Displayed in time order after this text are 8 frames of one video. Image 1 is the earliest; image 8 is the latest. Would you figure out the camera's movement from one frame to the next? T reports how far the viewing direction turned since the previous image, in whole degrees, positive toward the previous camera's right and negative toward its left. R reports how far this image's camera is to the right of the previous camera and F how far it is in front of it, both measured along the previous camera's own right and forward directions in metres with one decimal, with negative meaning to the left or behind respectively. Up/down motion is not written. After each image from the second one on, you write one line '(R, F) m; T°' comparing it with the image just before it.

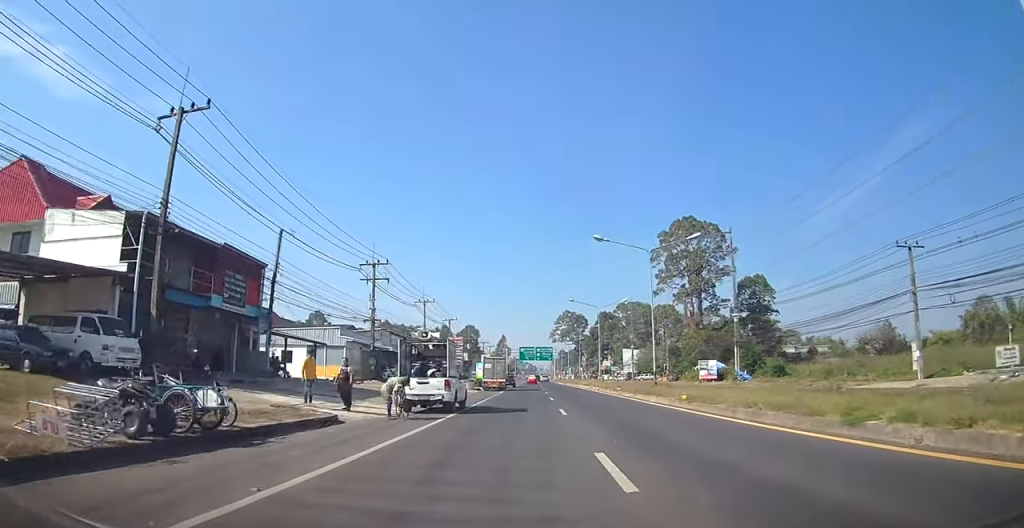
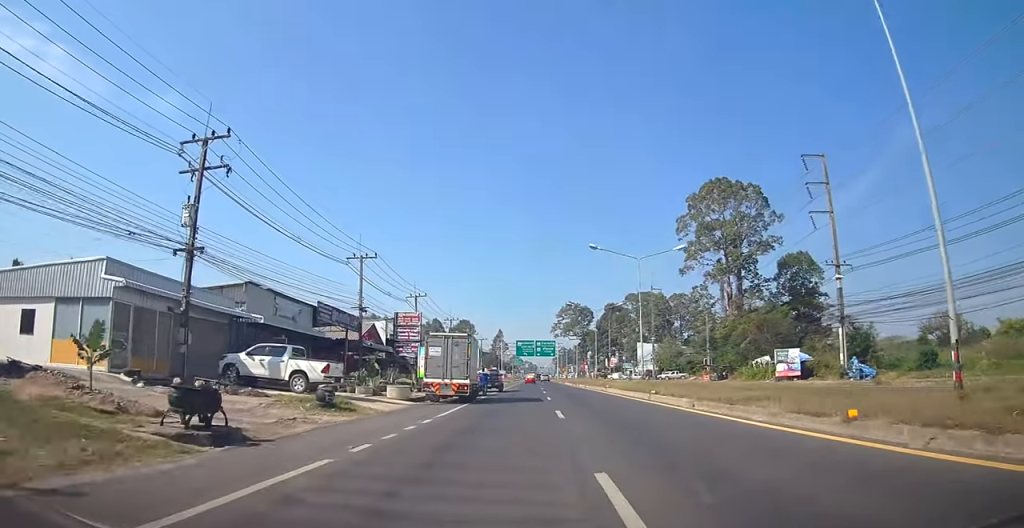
(+0.4, +26.5) m; +1°
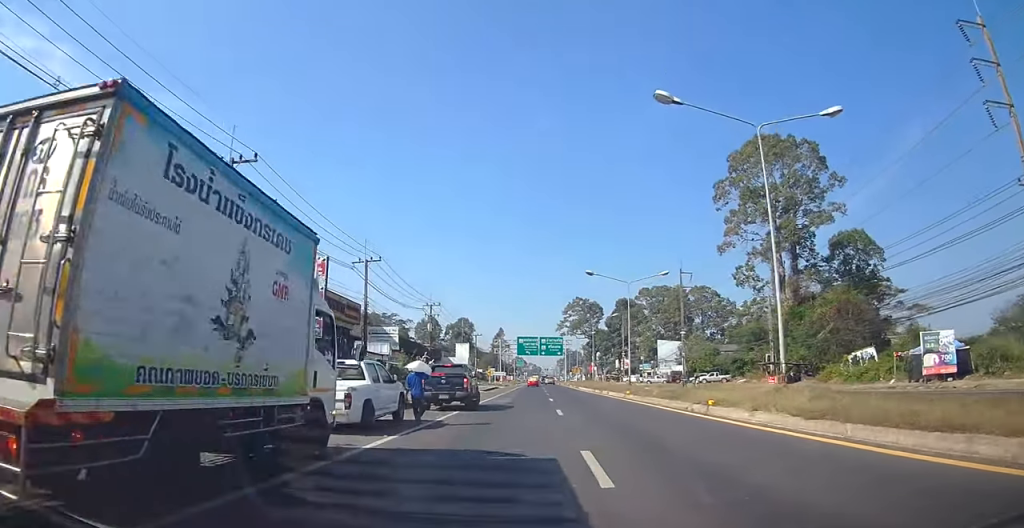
(+0.3, +21.9) m; 0°
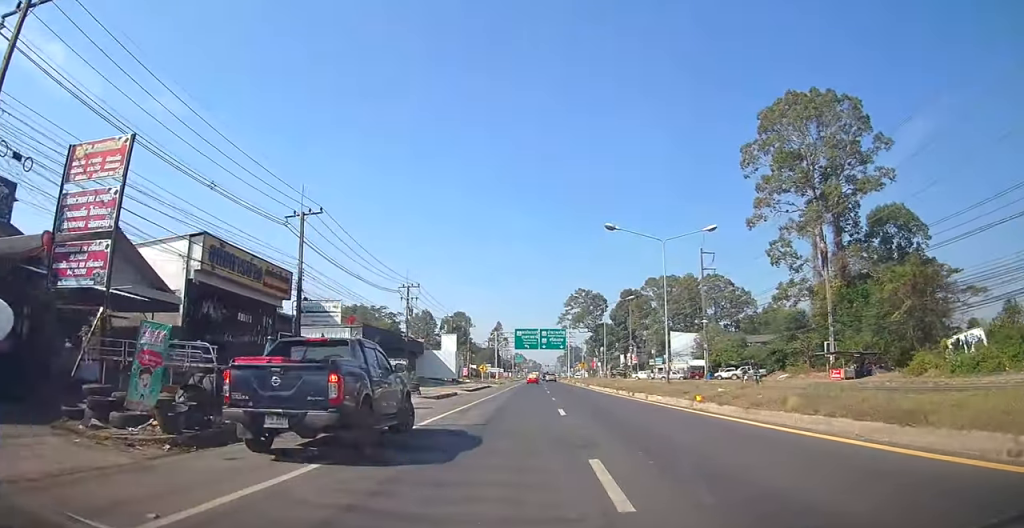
(0.0, +13.6) m; -2°
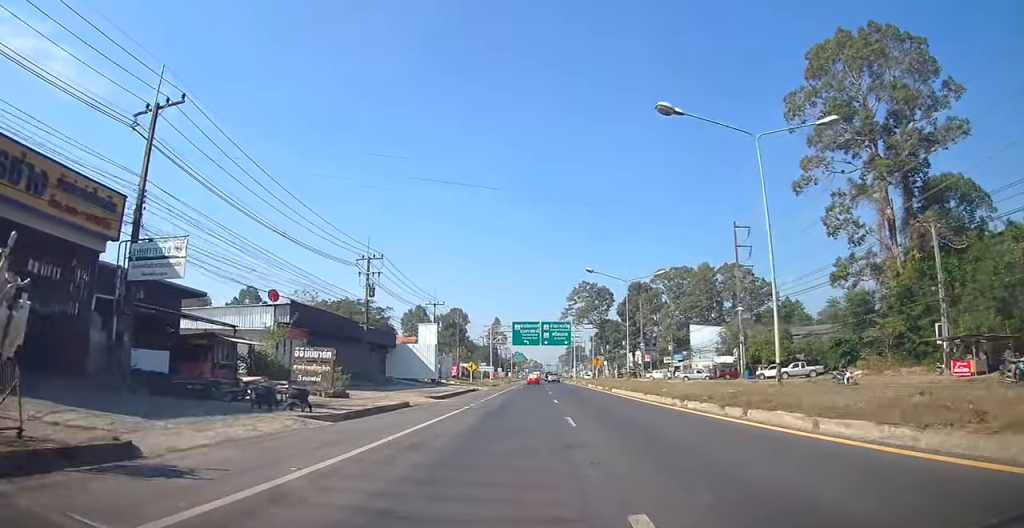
(-0.5, +15.6) m; -3°
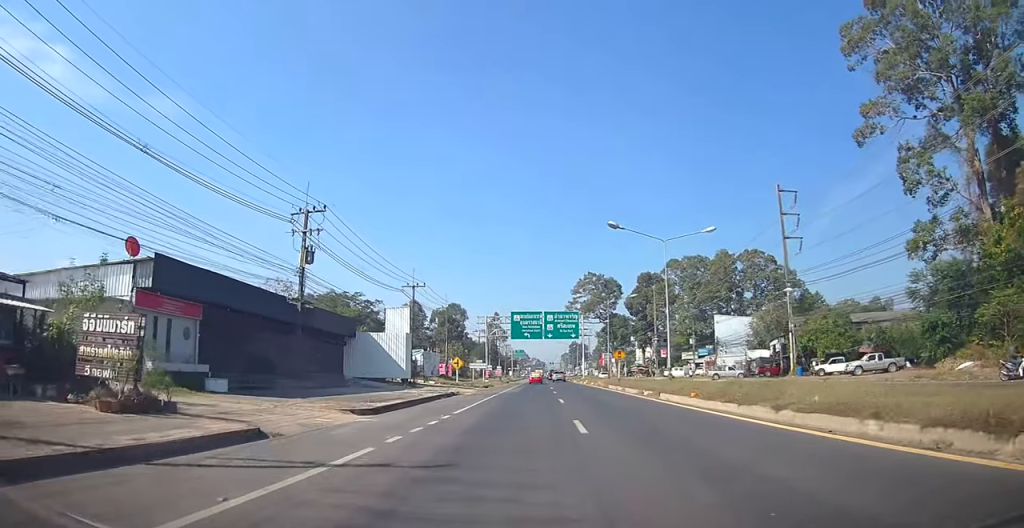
(-0.2, +14.2) m; -1°
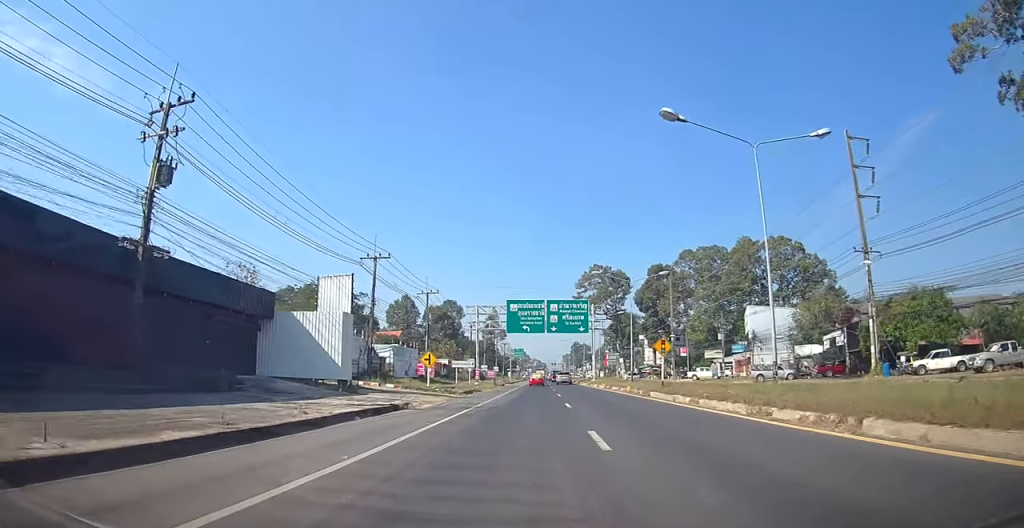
(+0.1, +15.5) m; +1°
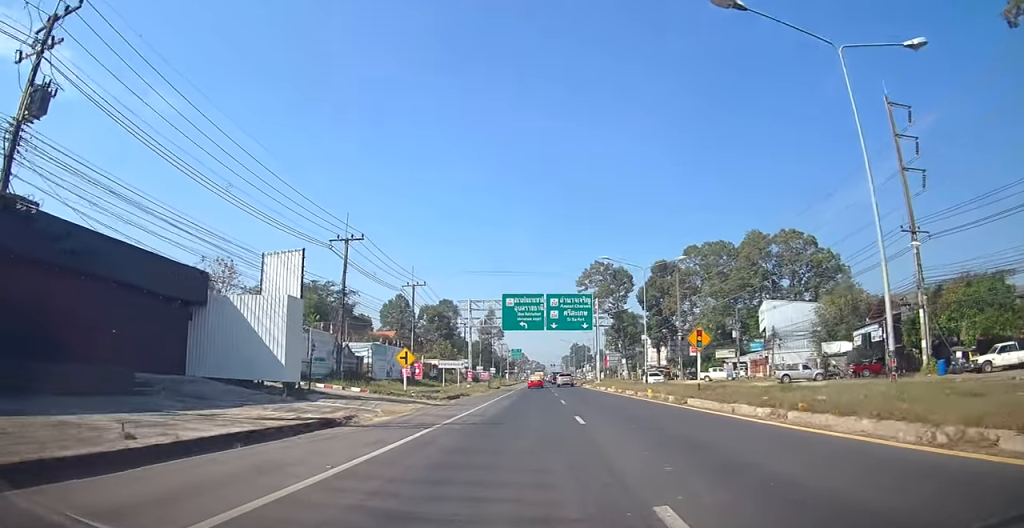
(0.0, +7.1) m; 0°
